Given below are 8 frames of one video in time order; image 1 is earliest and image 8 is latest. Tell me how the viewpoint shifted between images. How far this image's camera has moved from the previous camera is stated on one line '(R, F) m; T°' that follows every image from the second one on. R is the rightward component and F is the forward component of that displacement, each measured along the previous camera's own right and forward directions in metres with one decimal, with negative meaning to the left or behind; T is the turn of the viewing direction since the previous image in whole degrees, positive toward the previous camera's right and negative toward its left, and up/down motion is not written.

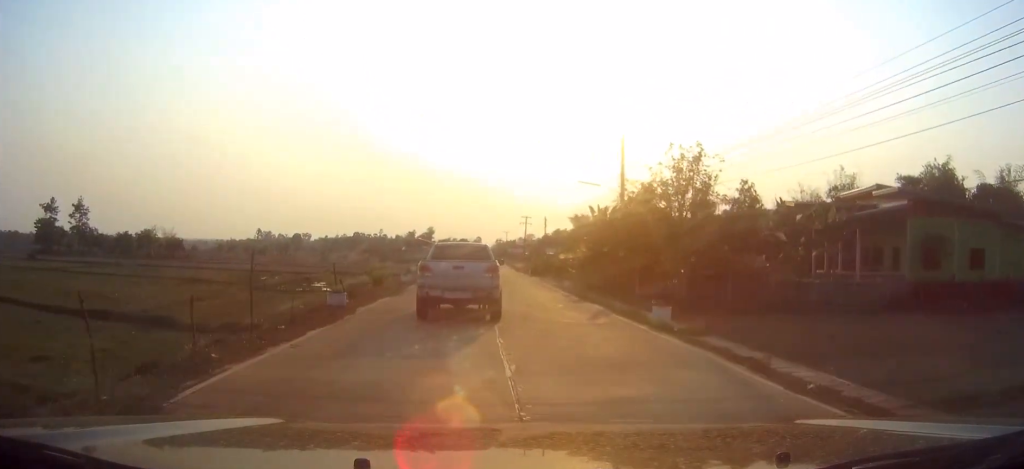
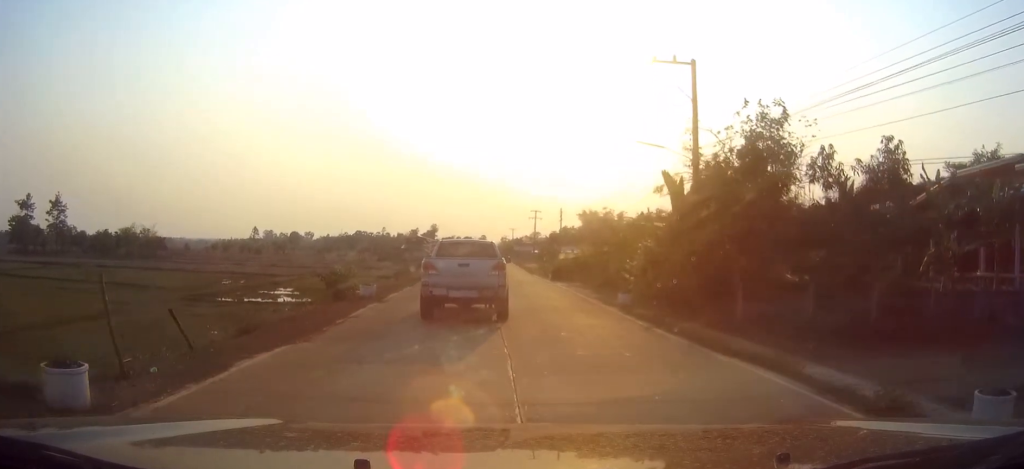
(-0.3, +12.8) m; -2°
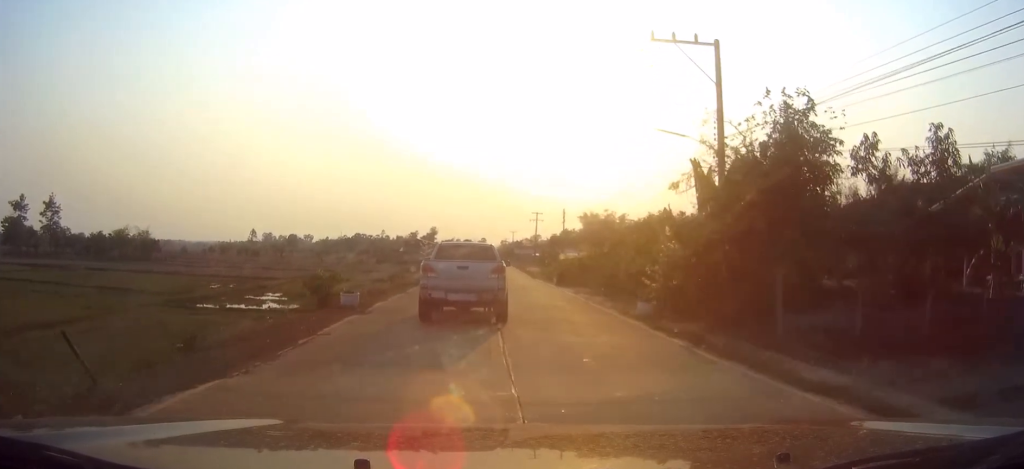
(0.0, +2.9) m; +1°
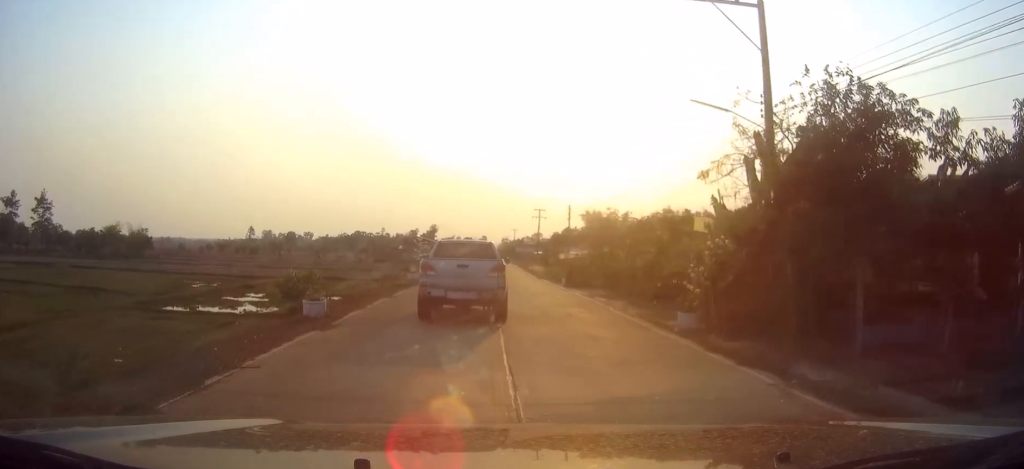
(0.0, +4.1) m; 0°
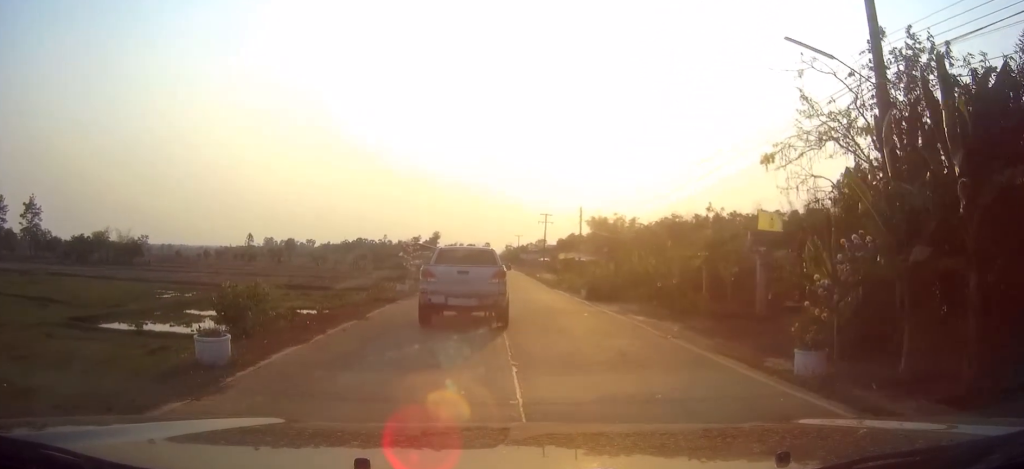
(0.0, +6.2) m; 0°
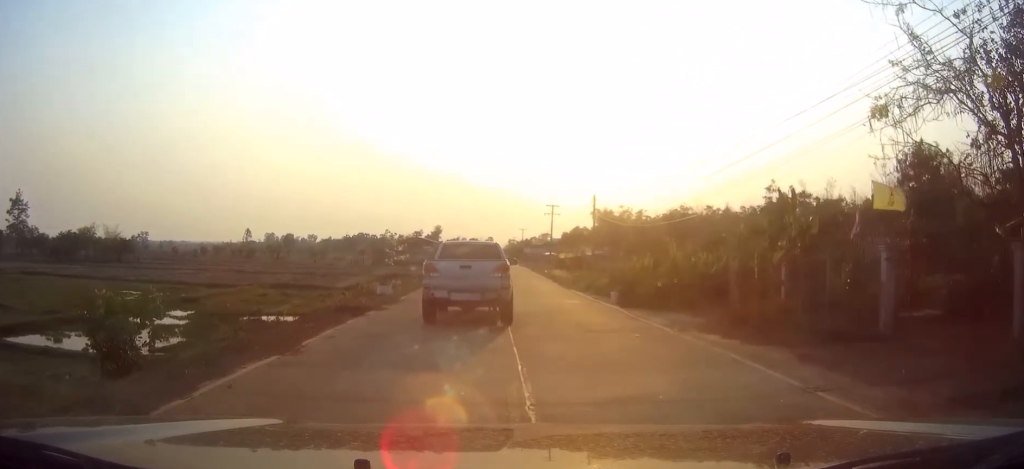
(-0.1, +6.7) m; -1°
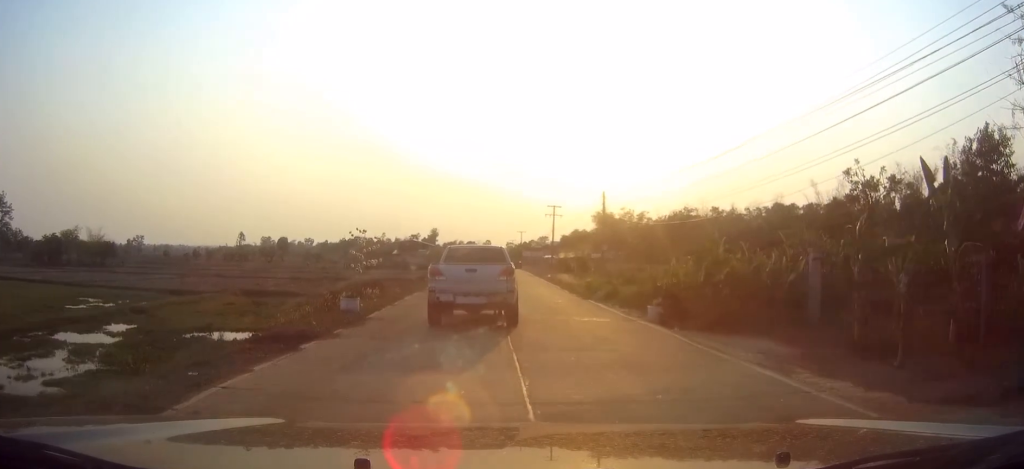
(0.0, +5.9) m; 0°
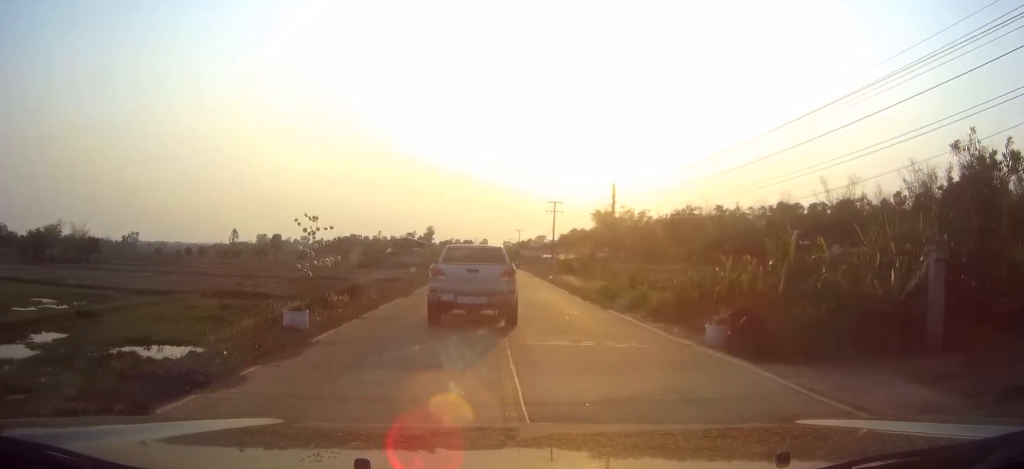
(0.0, +5.3) m; 0°
